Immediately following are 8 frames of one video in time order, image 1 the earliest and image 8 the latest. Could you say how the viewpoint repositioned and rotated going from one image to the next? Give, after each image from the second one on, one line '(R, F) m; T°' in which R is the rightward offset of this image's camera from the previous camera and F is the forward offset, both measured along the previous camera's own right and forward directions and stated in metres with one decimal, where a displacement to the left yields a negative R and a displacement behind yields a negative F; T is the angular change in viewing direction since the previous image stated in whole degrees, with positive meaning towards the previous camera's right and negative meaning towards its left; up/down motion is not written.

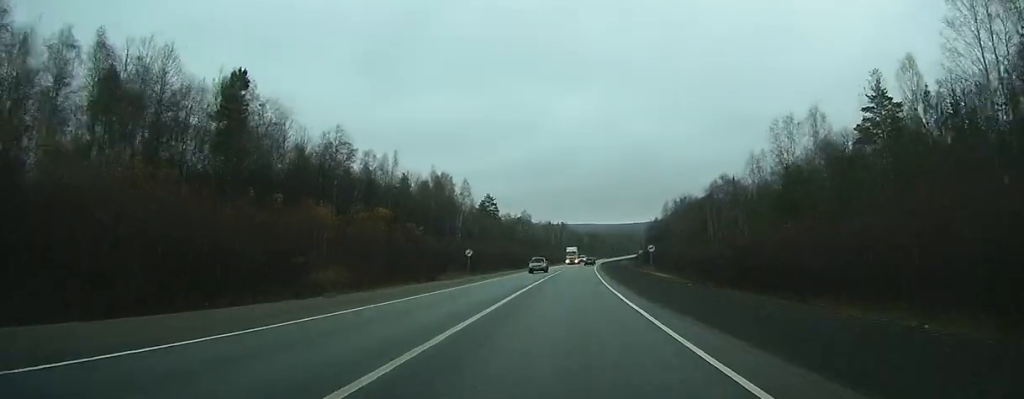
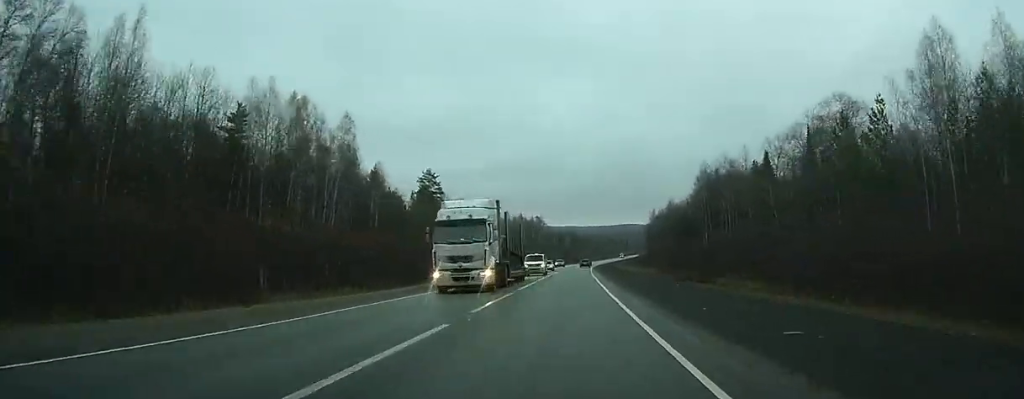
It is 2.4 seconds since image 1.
(+1.1, +65.7) m; +2°
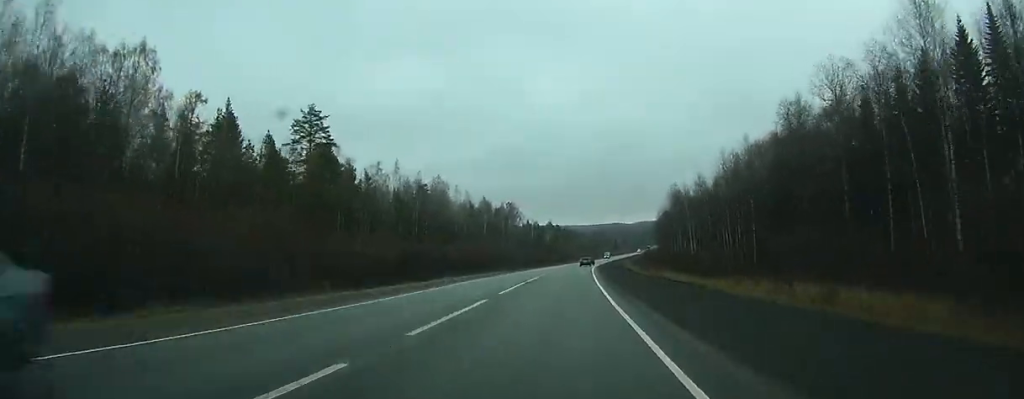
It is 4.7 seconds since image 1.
(+0.9, +64.5) m; +2°
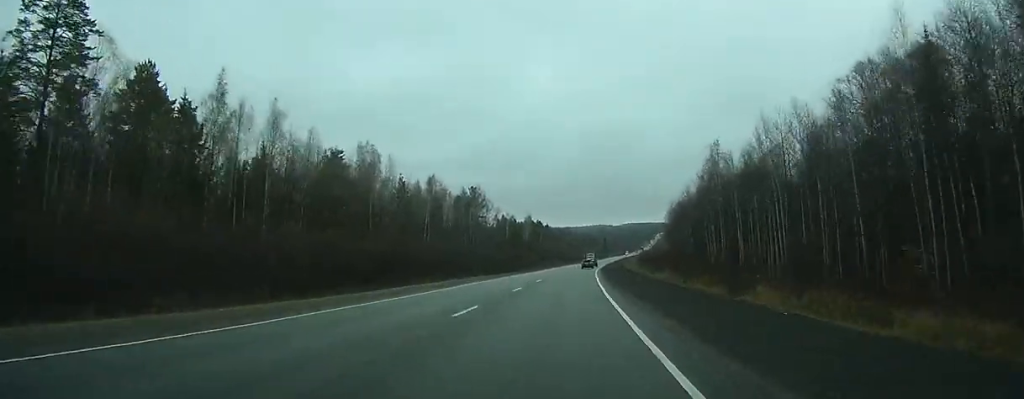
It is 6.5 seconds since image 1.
(+0.6, +50.0) m; +2°
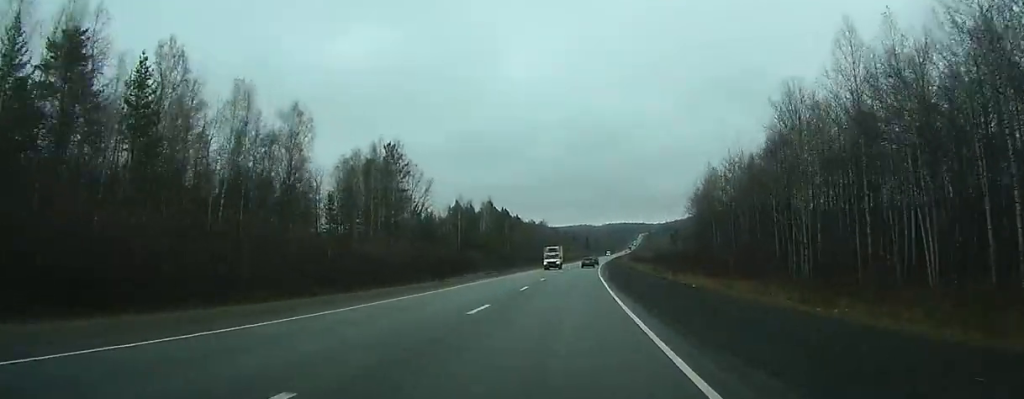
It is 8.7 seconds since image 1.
(+1.0, +59.3) m; +1°
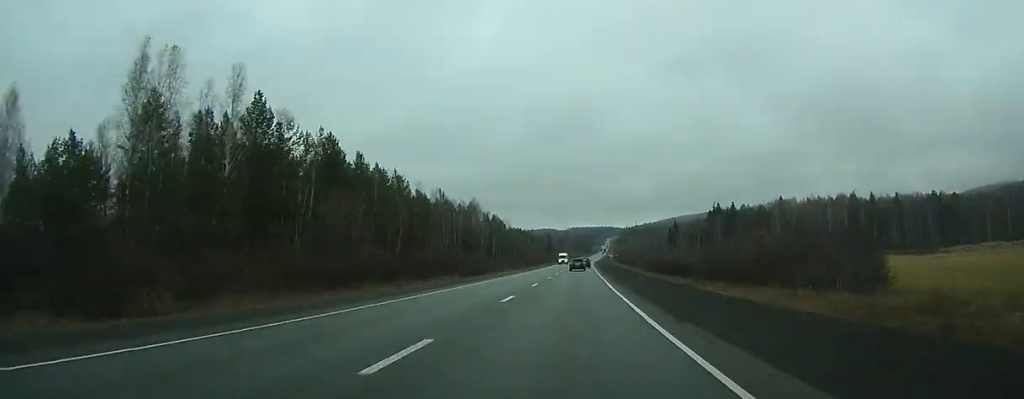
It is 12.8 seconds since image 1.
(+3.2, +115.0) m; +4°
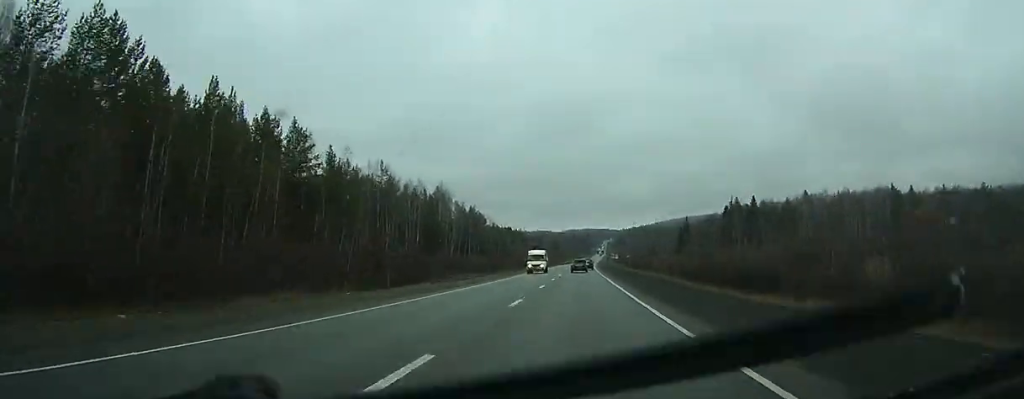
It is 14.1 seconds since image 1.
(+0.5, +37.1) m; 0°
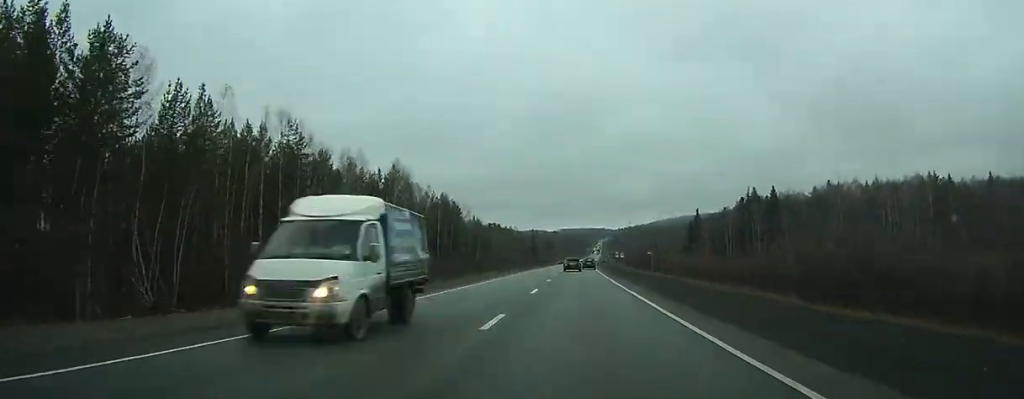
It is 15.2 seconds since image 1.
(0.0, +29.7) m; 0°
